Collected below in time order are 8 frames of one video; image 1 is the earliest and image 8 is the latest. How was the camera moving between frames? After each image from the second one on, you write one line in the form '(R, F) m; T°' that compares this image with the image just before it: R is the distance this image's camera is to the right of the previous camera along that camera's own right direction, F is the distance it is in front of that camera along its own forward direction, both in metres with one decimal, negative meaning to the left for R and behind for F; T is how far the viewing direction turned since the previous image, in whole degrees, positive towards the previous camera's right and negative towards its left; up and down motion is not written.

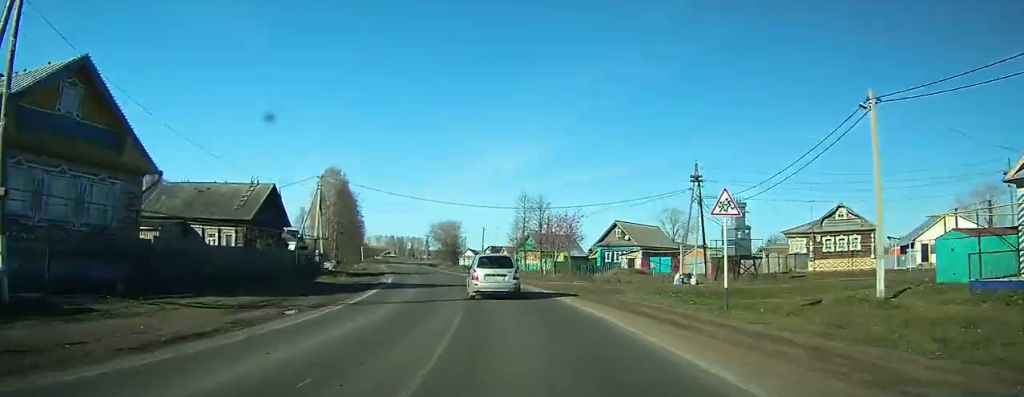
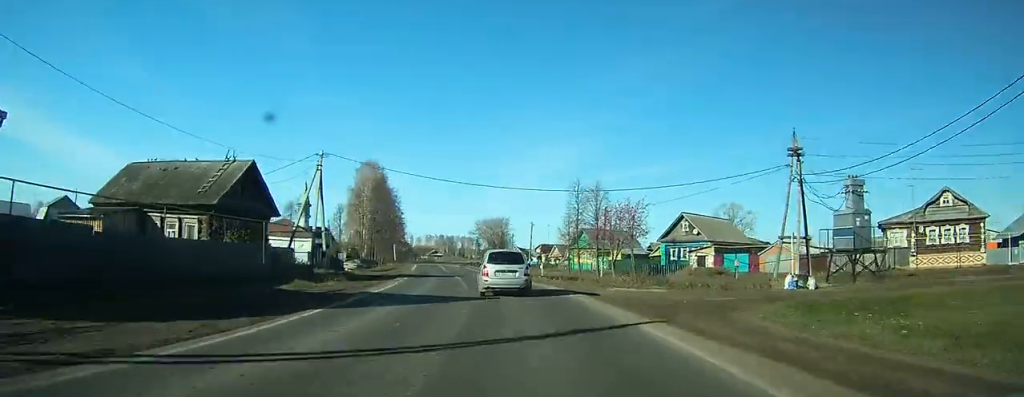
(0.0, +10.7) m; -4°
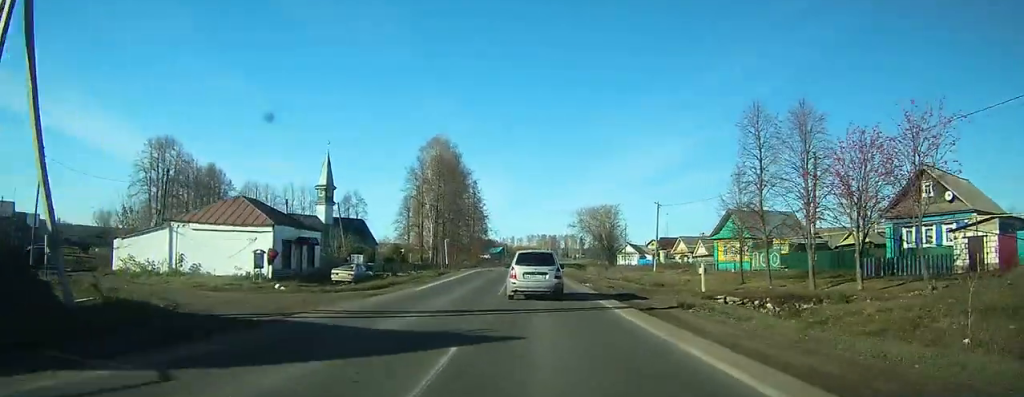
(-3.1, +30.8) m; -11°
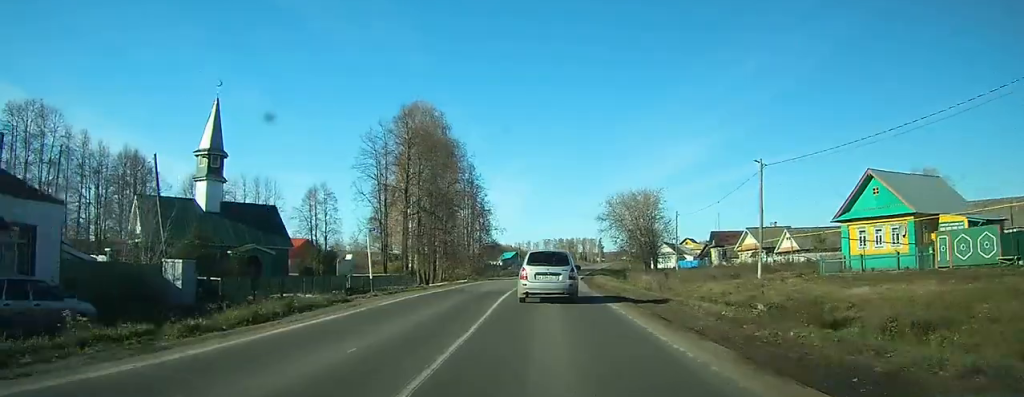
(-2.1, +27.9) m; -5°
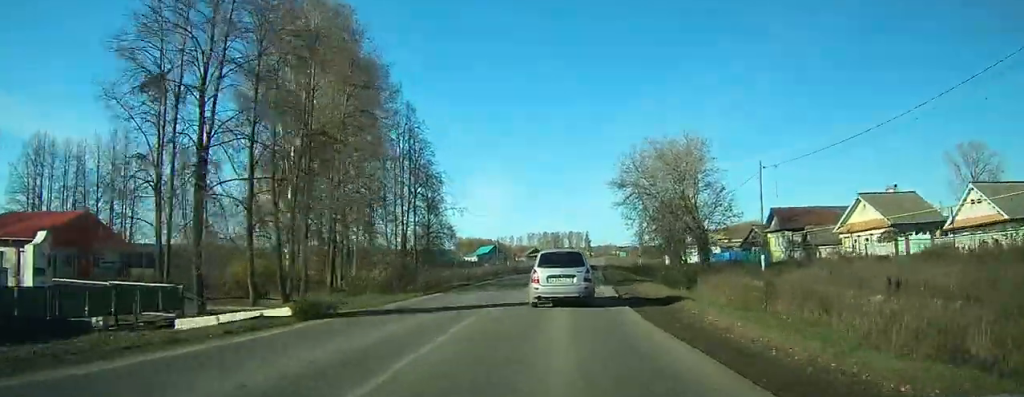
(-0.2, +34.2) m; +1°
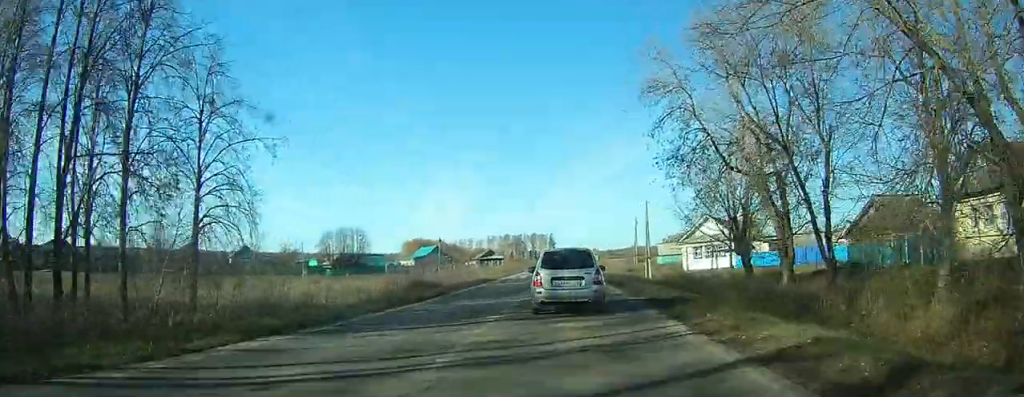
(+0.7, +40.4) m; +2°
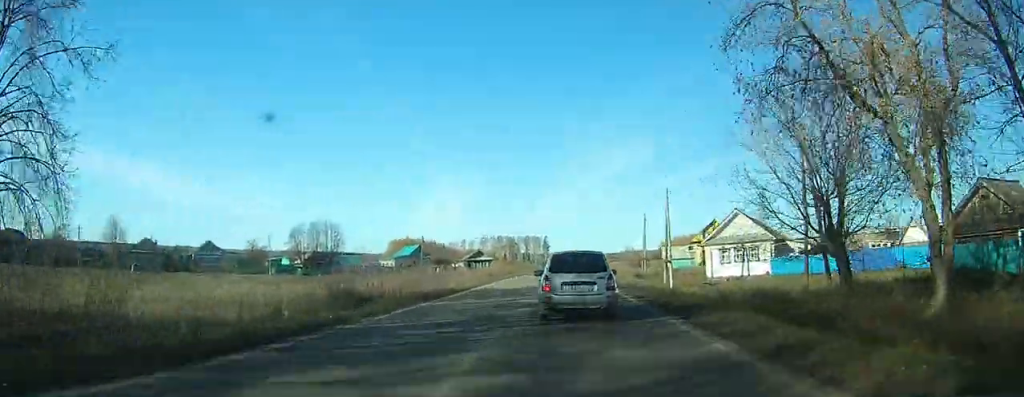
(-0.1, +12.5) m; +1°
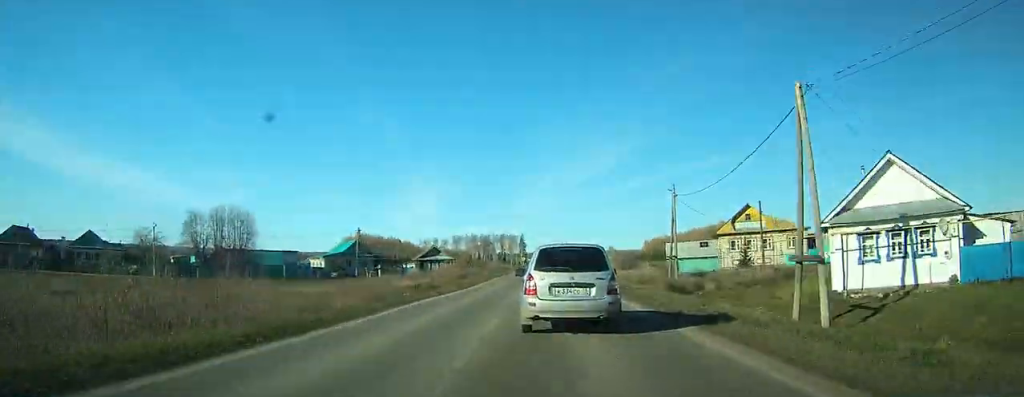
(+0.7, +27.8) m; +2°
